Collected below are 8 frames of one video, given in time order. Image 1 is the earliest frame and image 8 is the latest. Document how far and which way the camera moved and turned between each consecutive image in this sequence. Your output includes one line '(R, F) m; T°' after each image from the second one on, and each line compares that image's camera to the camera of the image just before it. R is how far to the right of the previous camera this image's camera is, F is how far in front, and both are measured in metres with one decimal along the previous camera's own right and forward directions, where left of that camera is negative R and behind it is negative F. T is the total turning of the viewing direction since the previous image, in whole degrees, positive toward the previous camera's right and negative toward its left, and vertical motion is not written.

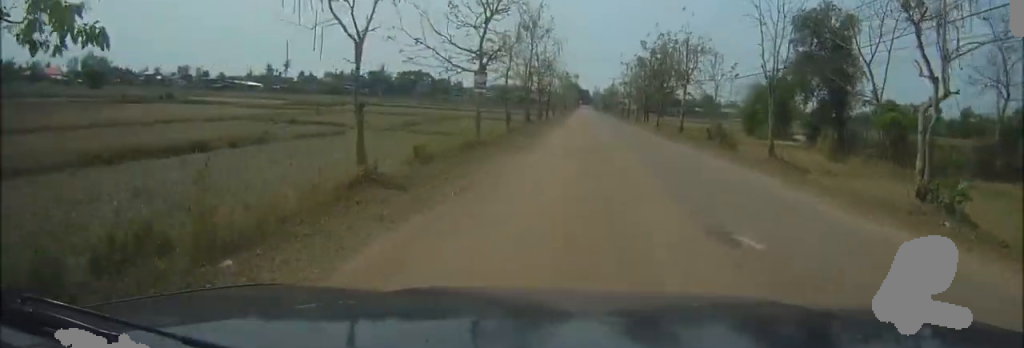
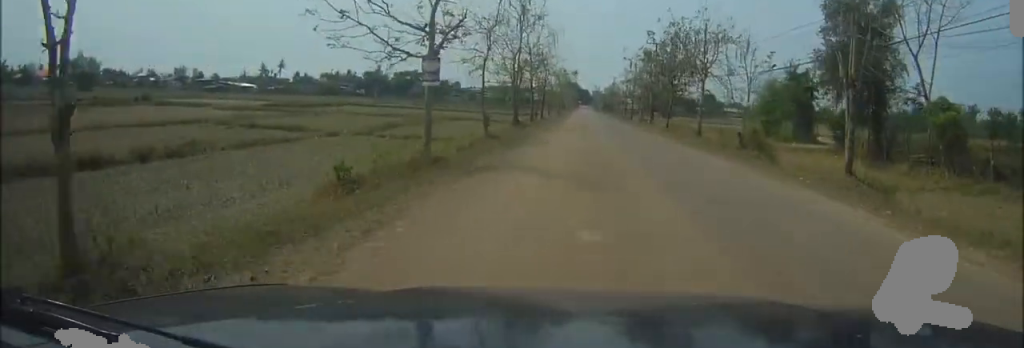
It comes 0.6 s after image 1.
(0.0, +6.5) m; 0°
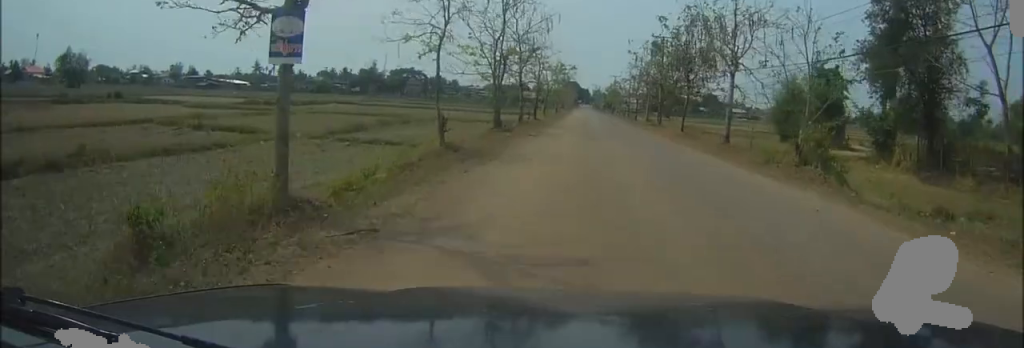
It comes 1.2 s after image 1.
(0.0, +6.9) m; 0°
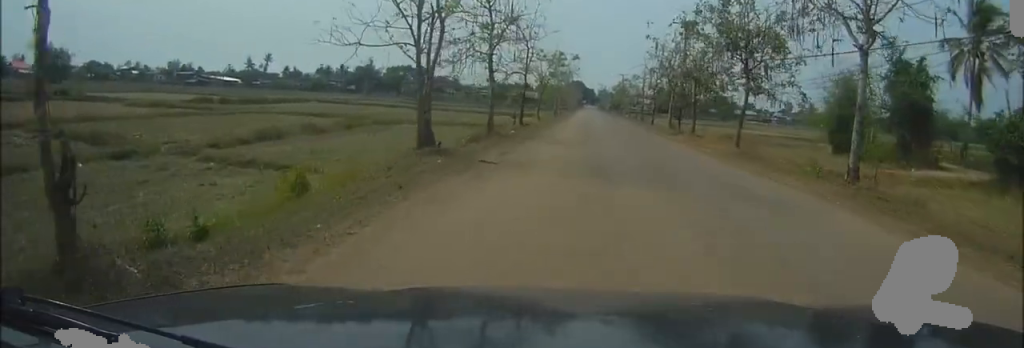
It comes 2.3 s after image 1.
(0.0, +13.0) m; 0°
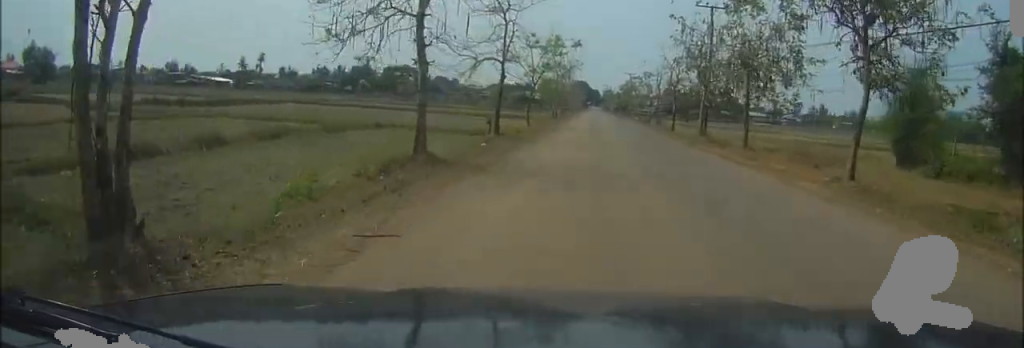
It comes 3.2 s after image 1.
(0.0, +10.7) m; 0°
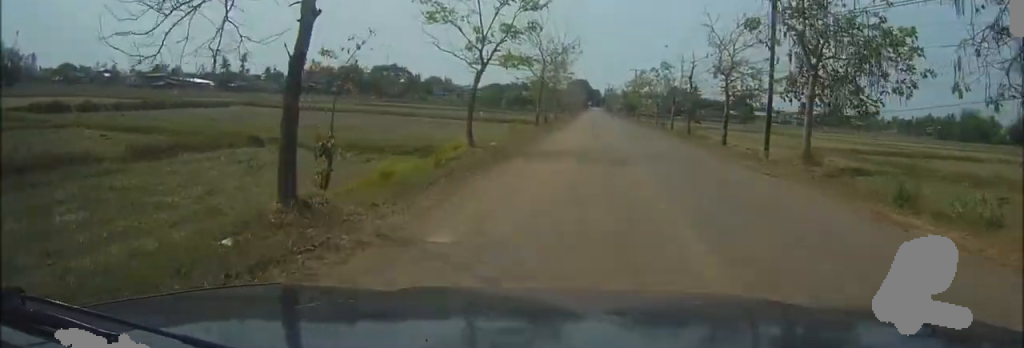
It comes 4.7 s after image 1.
(0.0, +16.9) m; -1°
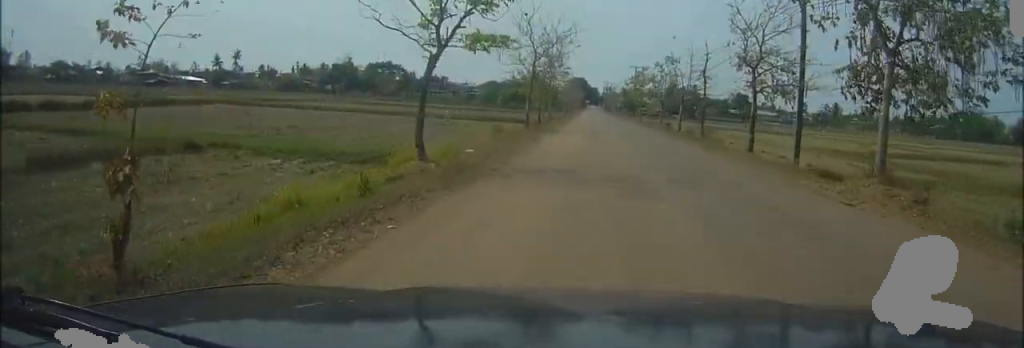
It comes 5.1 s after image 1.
(-0.1, +5.0) m; 0°
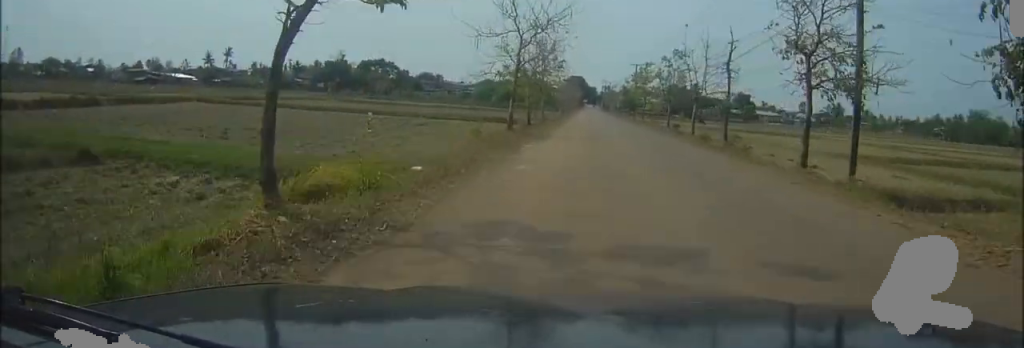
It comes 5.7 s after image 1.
(0.0, +6.1) m; 0°
